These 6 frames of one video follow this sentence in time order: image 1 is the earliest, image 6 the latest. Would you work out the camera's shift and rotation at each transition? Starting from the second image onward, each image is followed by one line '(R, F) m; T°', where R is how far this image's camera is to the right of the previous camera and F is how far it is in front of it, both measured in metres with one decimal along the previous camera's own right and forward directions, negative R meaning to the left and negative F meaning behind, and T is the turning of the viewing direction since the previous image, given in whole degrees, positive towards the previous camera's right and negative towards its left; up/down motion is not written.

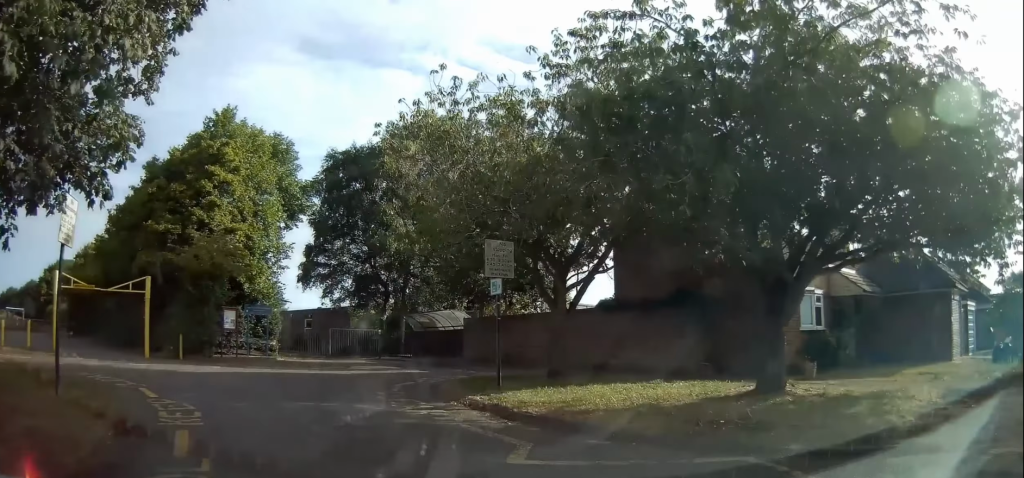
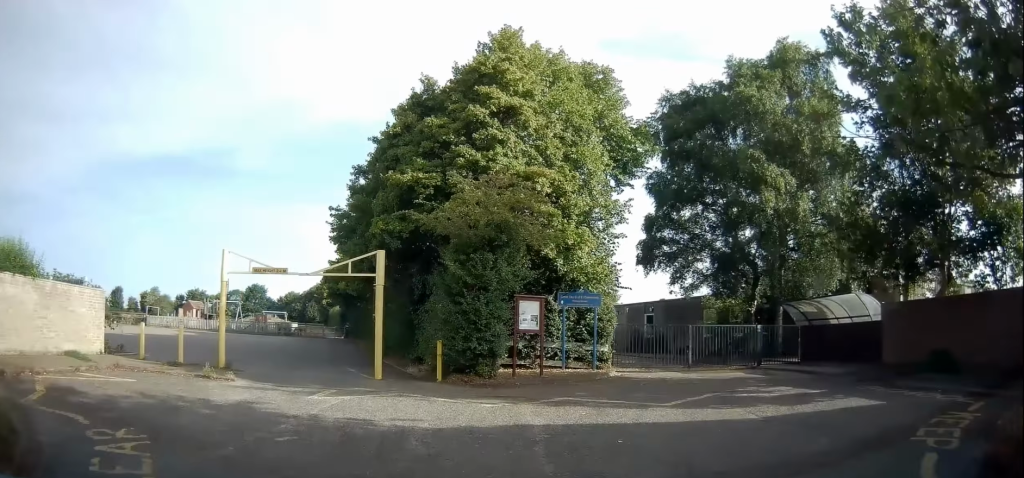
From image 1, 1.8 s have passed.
(-3.4, +8.1) m; -44°
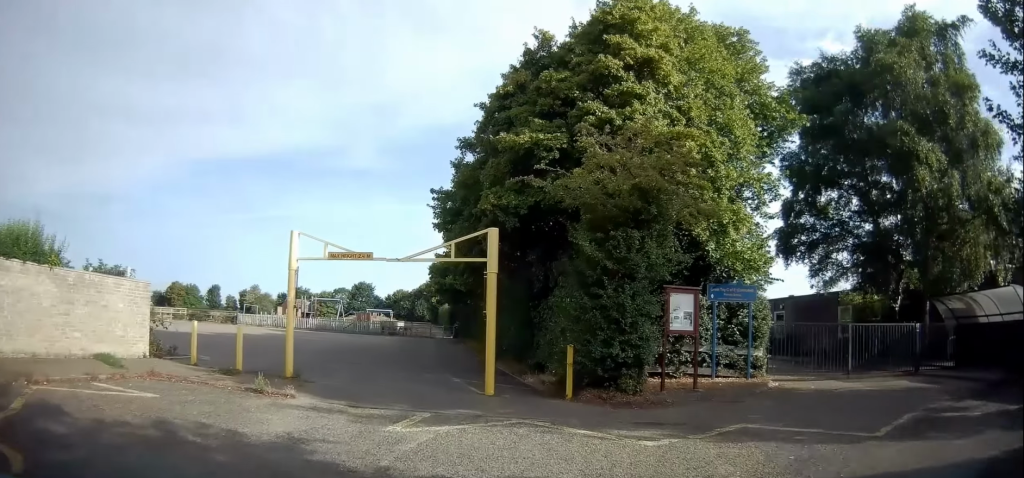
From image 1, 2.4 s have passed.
(-0.3, +3.2) m; -10°
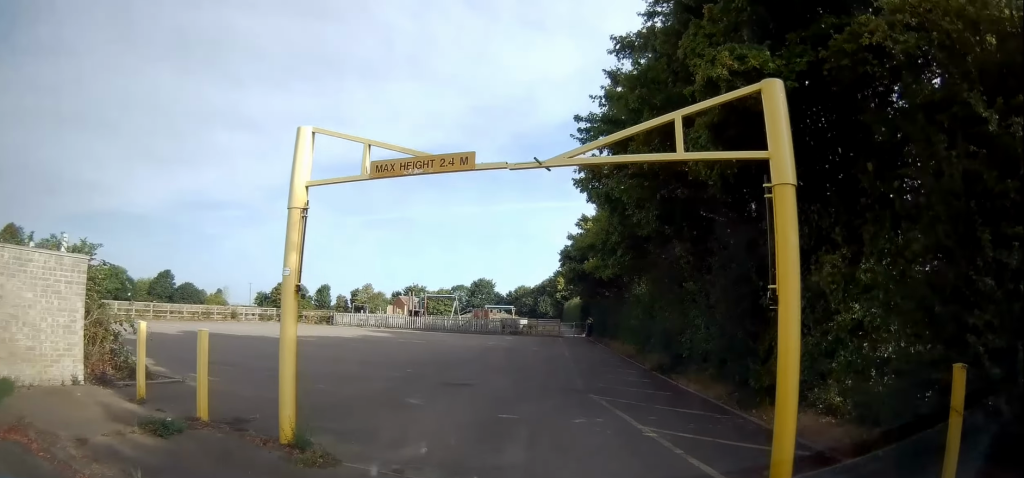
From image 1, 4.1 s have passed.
(-1.2, +7.5) m; -15°
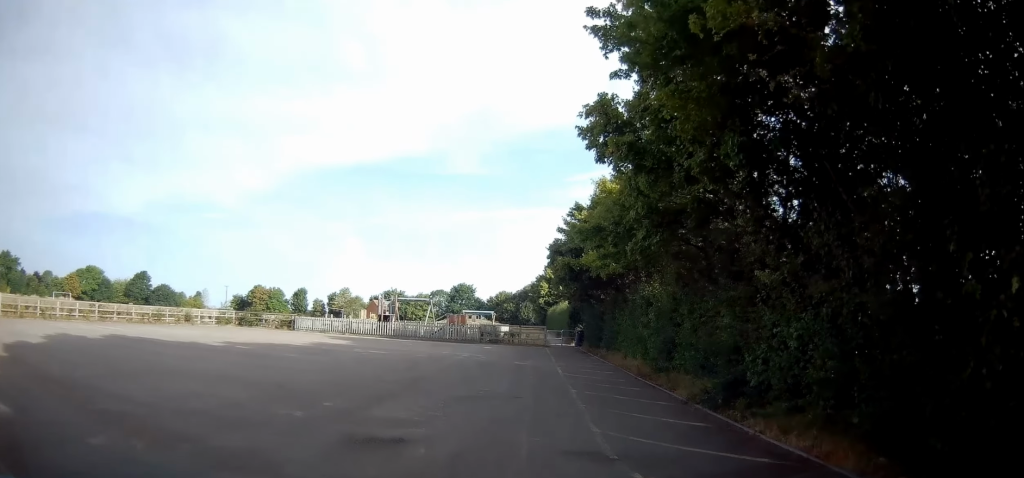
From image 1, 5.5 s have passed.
(-0.7, +5.7) m; -5°
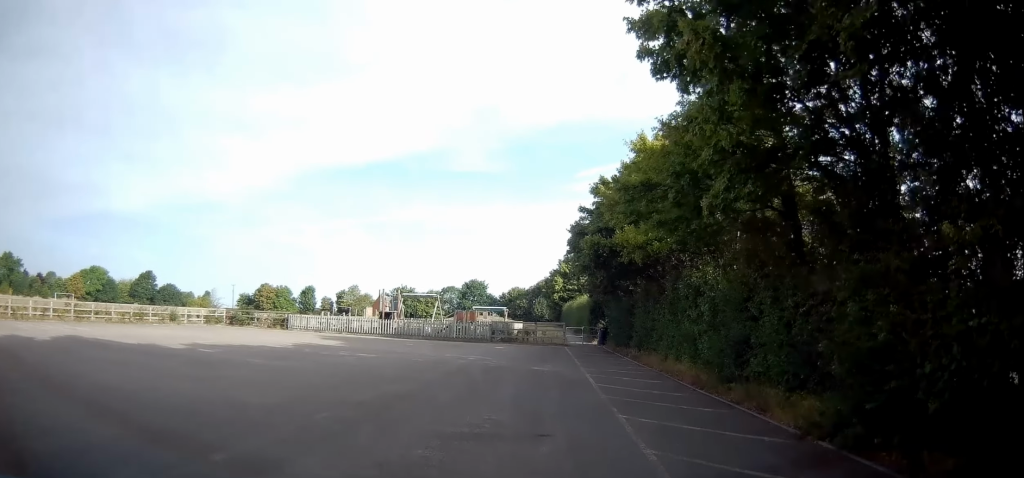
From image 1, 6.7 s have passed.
(+0.4, +4.3) m; +2°
